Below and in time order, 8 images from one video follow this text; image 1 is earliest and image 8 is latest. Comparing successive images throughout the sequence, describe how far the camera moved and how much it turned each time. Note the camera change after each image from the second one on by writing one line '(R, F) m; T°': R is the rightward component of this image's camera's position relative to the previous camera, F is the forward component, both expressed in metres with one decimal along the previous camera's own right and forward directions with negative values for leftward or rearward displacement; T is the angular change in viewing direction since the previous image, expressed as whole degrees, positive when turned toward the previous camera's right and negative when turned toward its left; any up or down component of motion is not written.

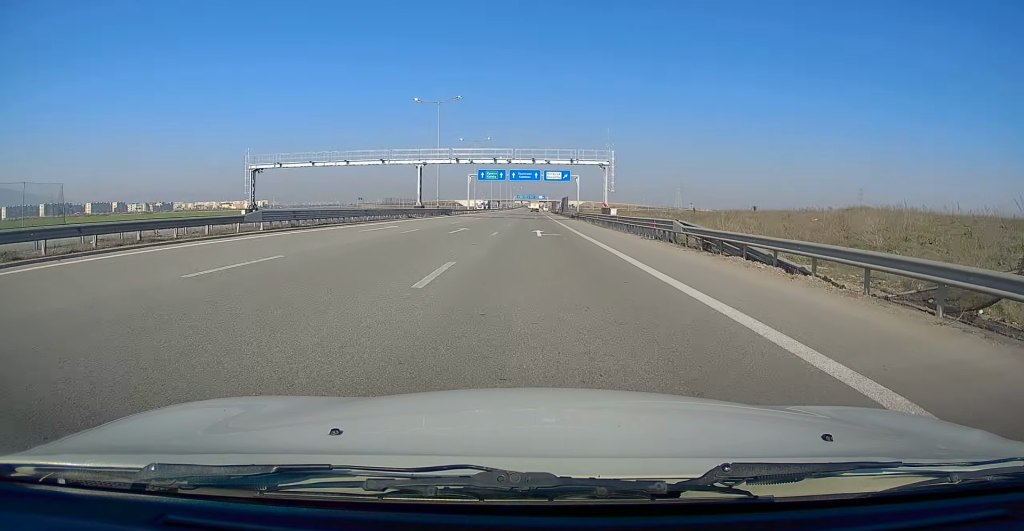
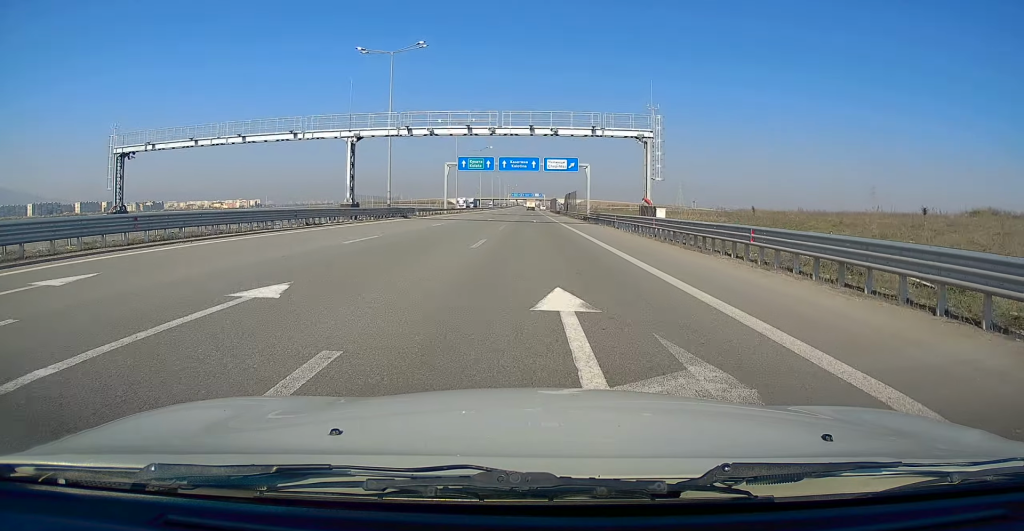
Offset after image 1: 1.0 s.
(0.0, +23.8) m; 0°
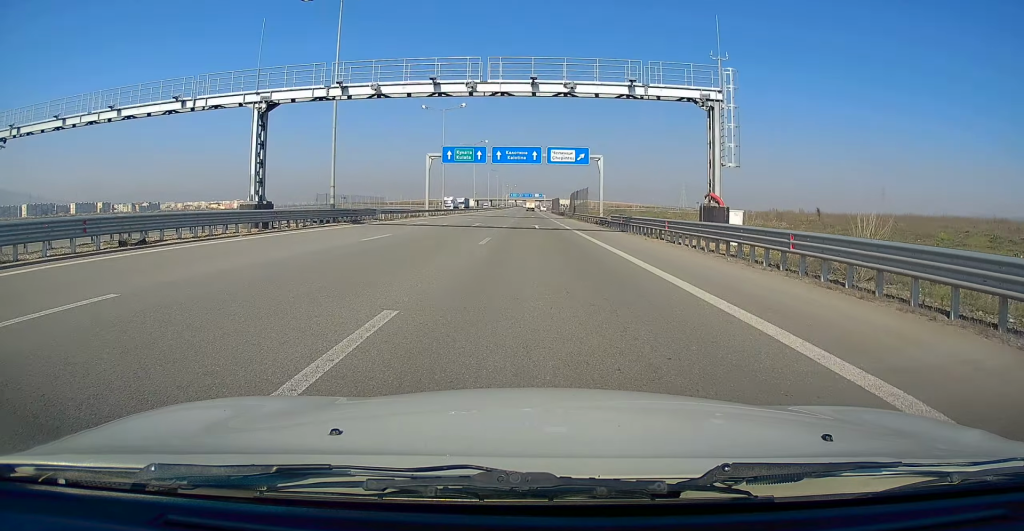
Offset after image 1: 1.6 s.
(0.0, +14.2) m; 0°
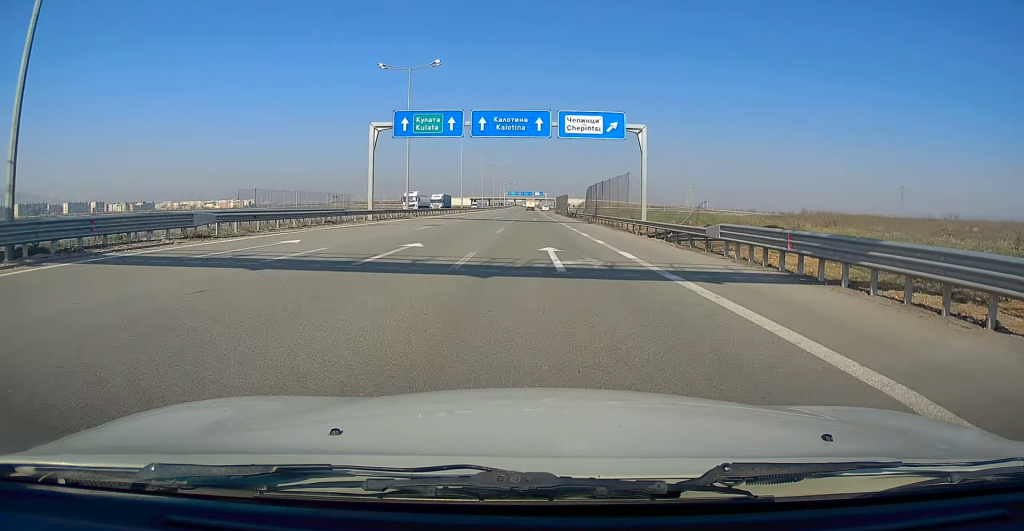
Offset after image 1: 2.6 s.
(0.0, +23.7) m; +1°
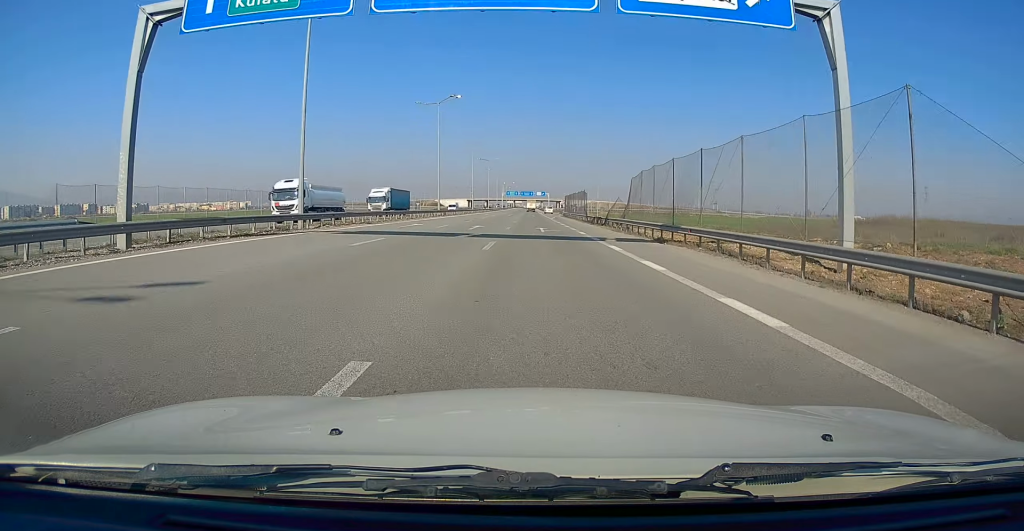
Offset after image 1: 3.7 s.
(+0.4, +26.8) m; 0°
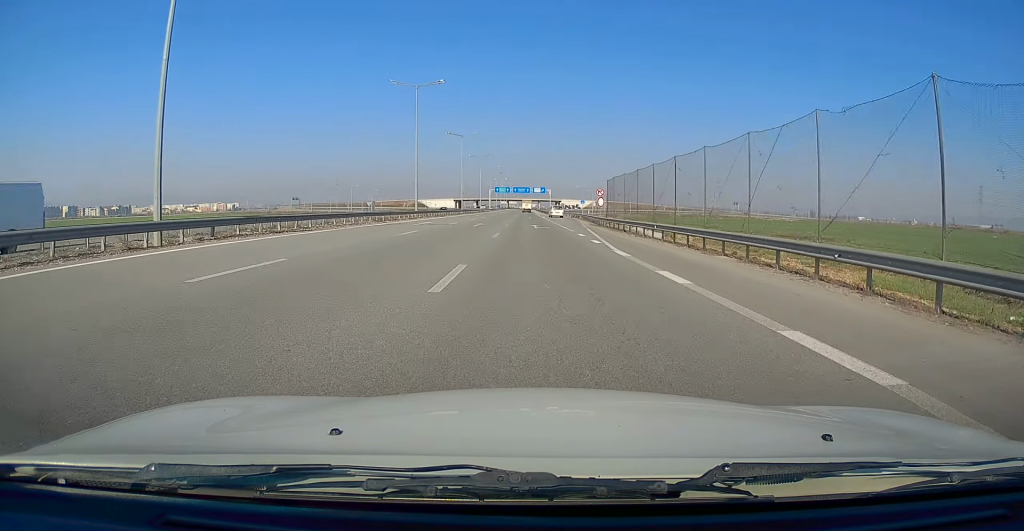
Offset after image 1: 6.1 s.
(-1.0, +57.0) m; 0°
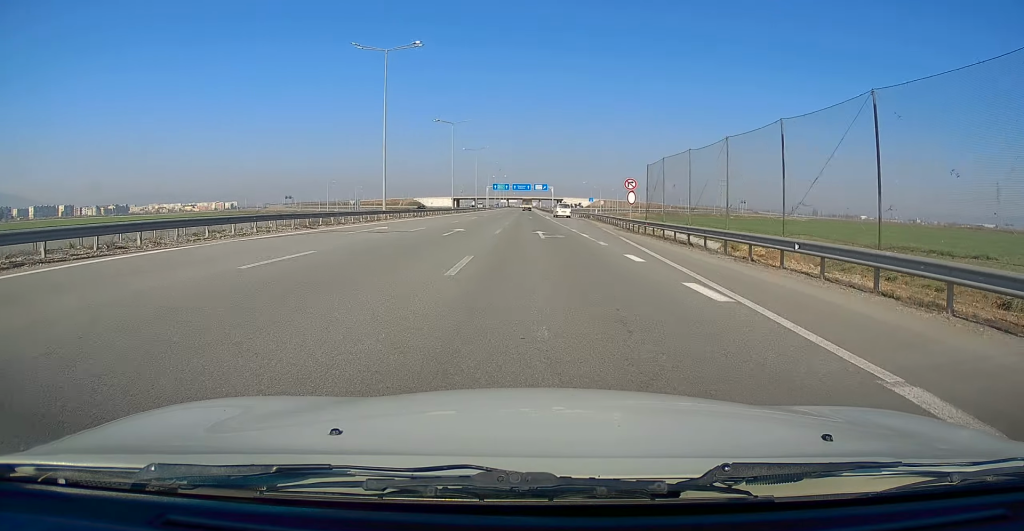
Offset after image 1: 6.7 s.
(0.0, +14.3) m; +1°
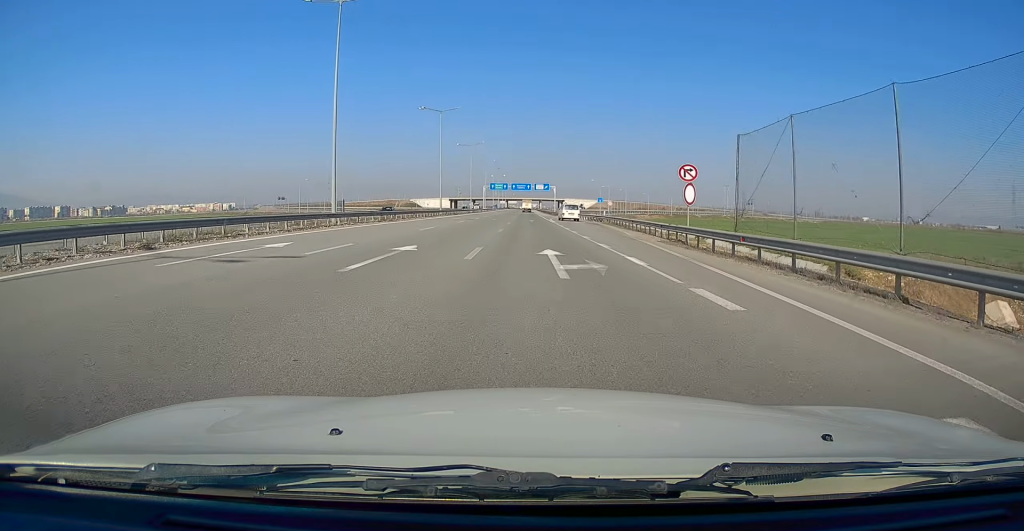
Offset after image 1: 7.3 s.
(+0.2, +12.7) m; 0°
